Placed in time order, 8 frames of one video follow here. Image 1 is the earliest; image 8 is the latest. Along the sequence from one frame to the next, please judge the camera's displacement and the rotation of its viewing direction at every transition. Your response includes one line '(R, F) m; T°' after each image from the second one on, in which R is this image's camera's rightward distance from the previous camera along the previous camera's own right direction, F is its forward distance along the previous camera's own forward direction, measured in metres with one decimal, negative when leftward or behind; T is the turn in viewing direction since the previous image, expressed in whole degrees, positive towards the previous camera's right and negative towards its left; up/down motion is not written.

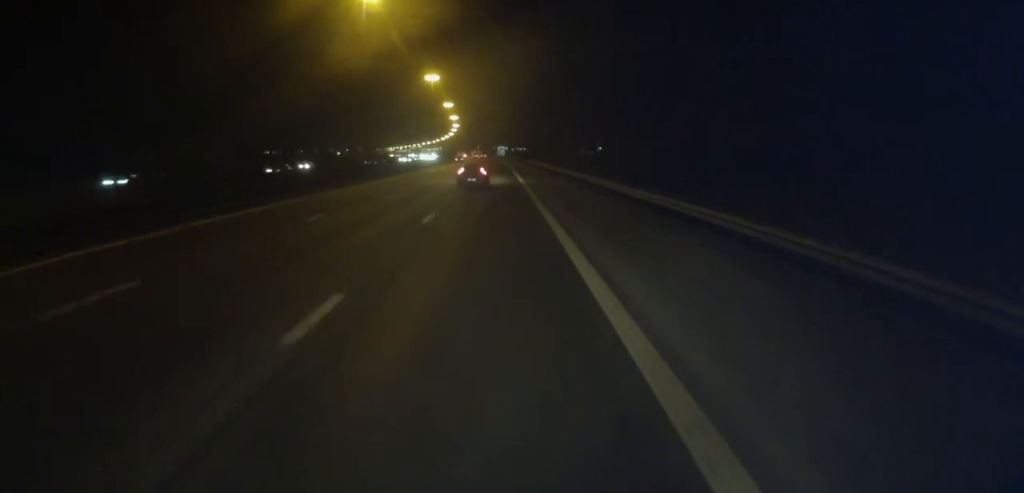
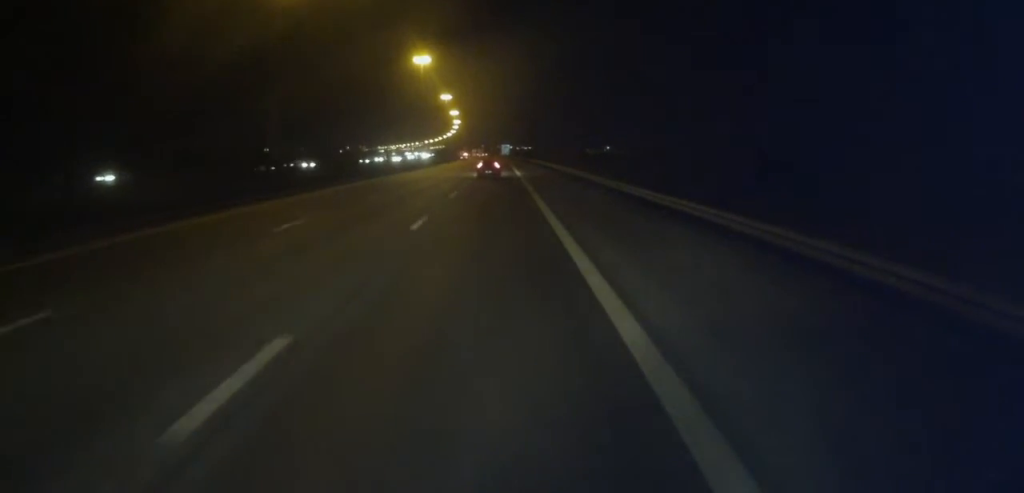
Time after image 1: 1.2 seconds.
(-0.5, +27.3) m; -1°
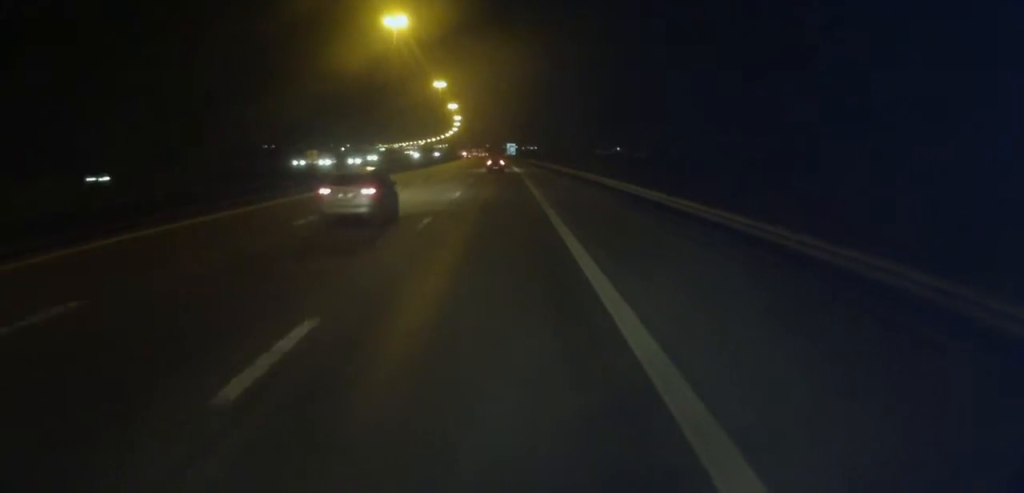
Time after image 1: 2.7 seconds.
(+0.7, +36.6) m; +1°
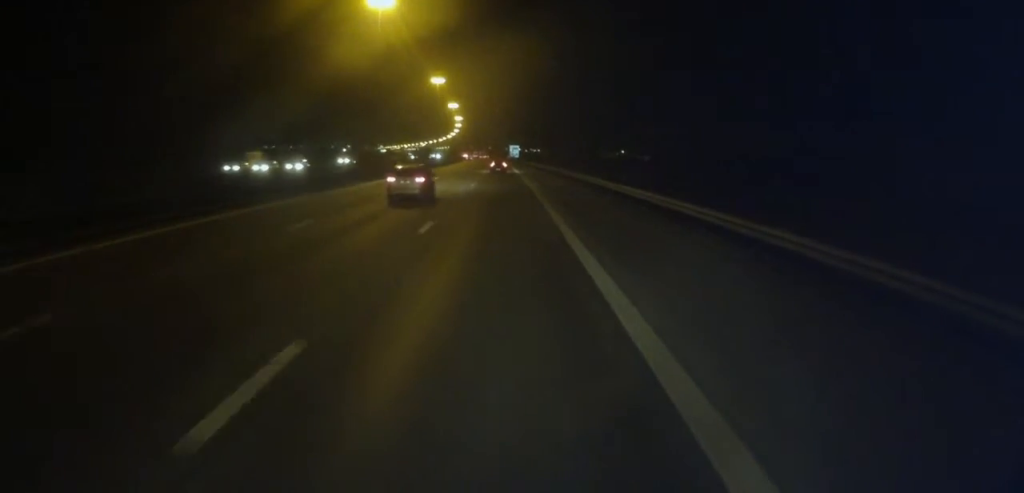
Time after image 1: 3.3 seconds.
(+0.1, +13.2) m; -1°
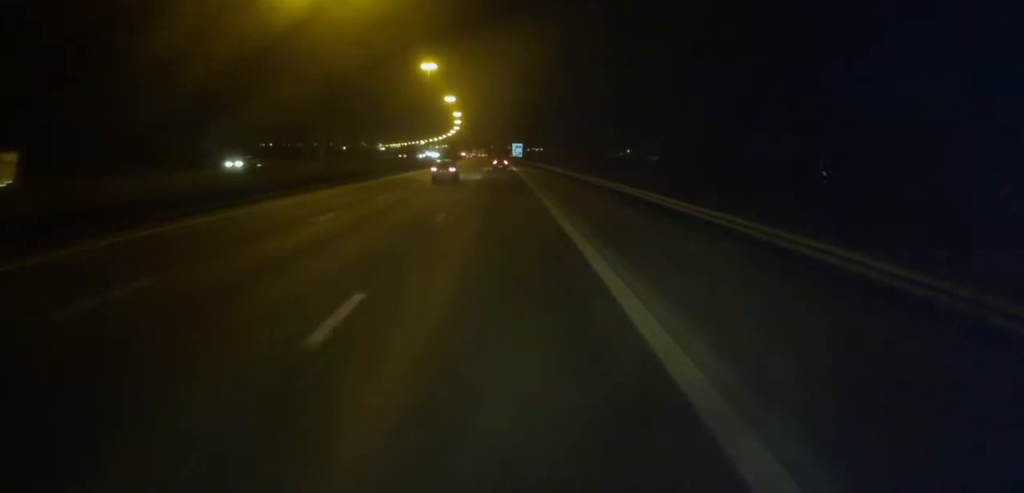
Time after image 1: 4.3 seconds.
(-0.5, +22.6) m; -1°
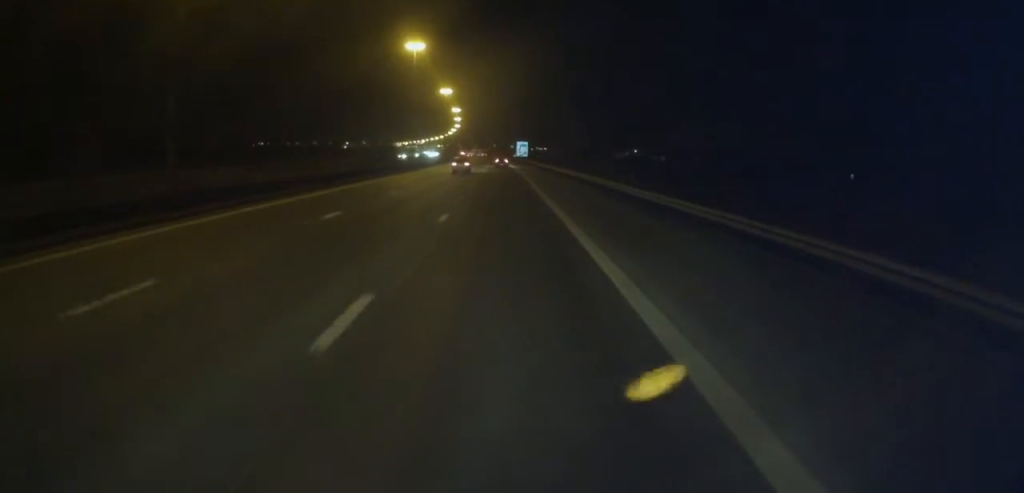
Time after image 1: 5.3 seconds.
(-0.1, +24.8) m; 0°
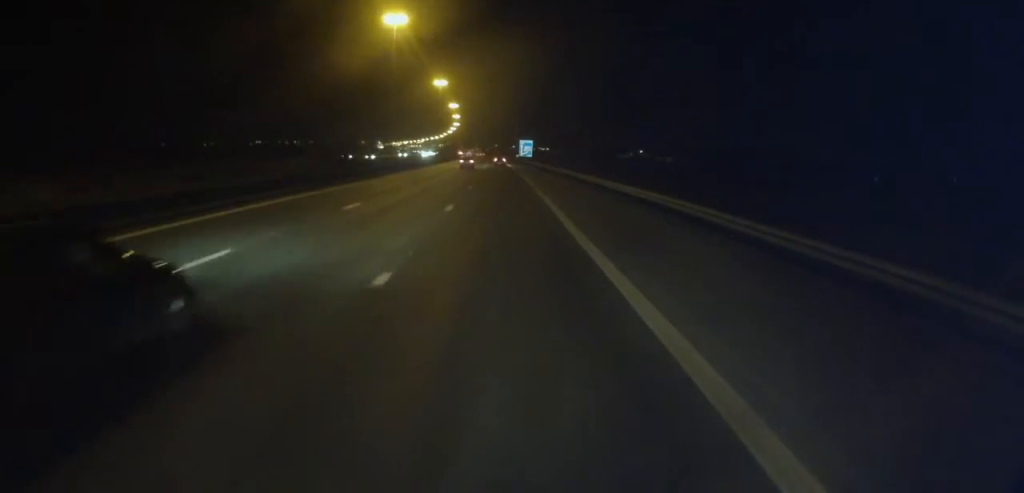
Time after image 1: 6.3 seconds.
(+0.1, +21.8) m; +1°
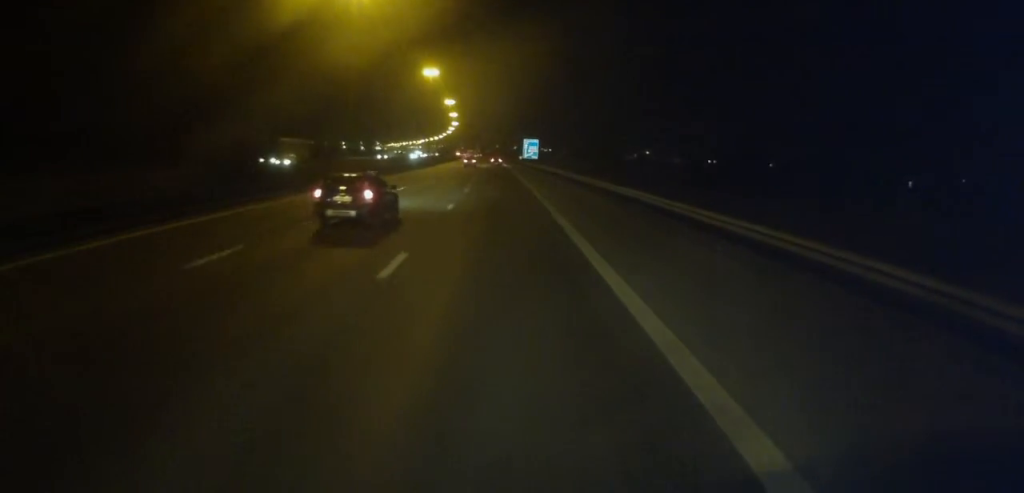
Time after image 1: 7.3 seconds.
(+0.5, +24.1) m; 0°
